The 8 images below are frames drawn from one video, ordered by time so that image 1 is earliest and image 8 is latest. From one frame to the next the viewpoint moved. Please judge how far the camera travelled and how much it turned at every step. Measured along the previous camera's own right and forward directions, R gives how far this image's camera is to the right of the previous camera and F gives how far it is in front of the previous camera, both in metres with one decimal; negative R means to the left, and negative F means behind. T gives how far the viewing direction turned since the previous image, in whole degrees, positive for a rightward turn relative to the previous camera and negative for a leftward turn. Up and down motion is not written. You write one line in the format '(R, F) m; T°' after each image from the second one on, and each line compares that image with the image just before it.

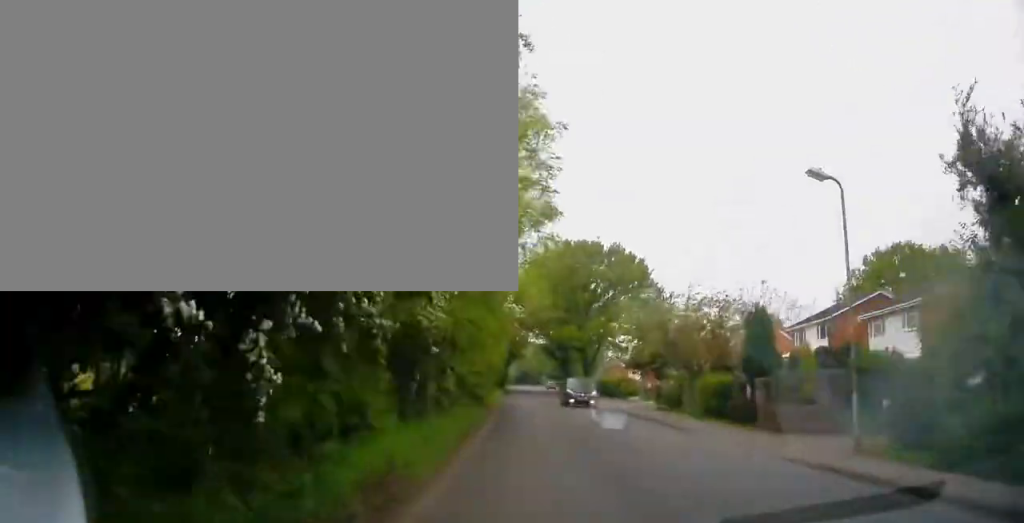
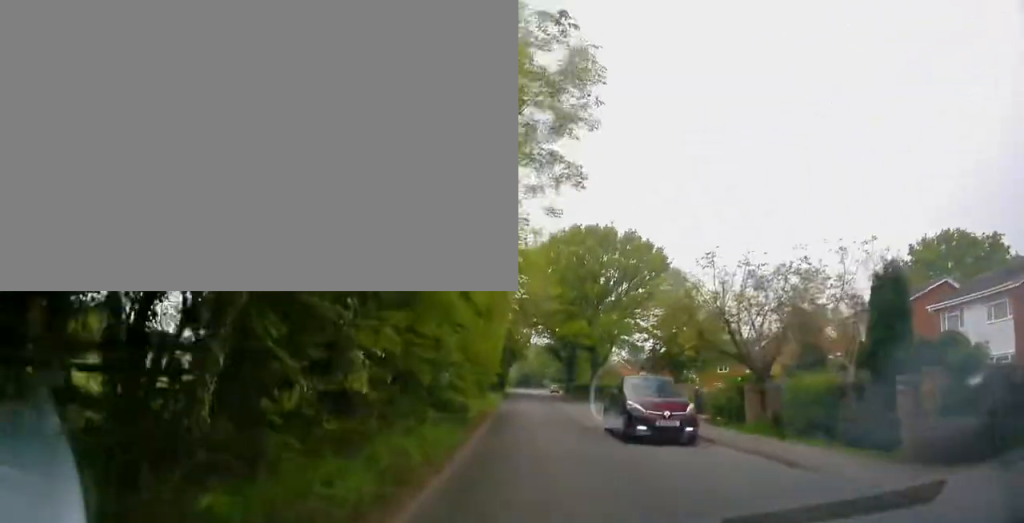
(+0.4, +7.7) m; 0°
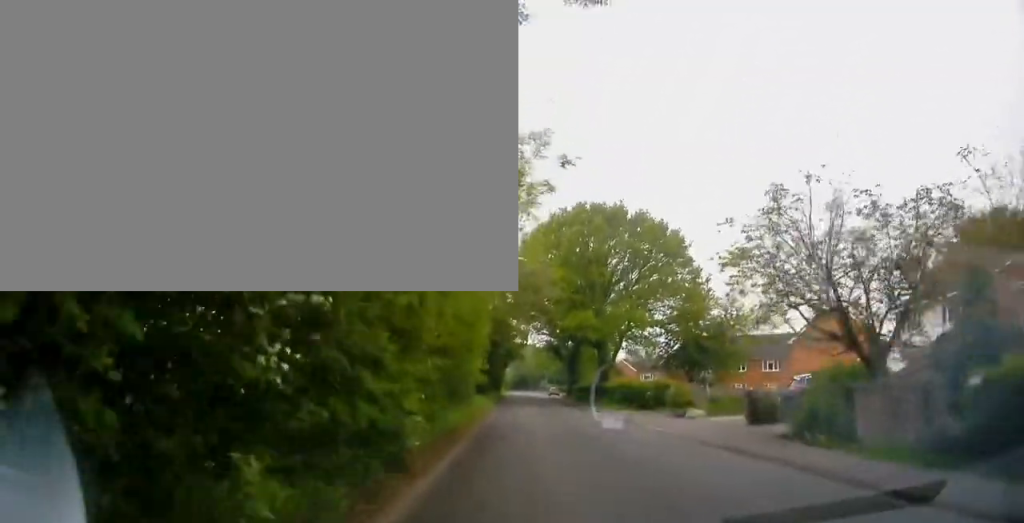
(0.0, +7.0) m; -2°
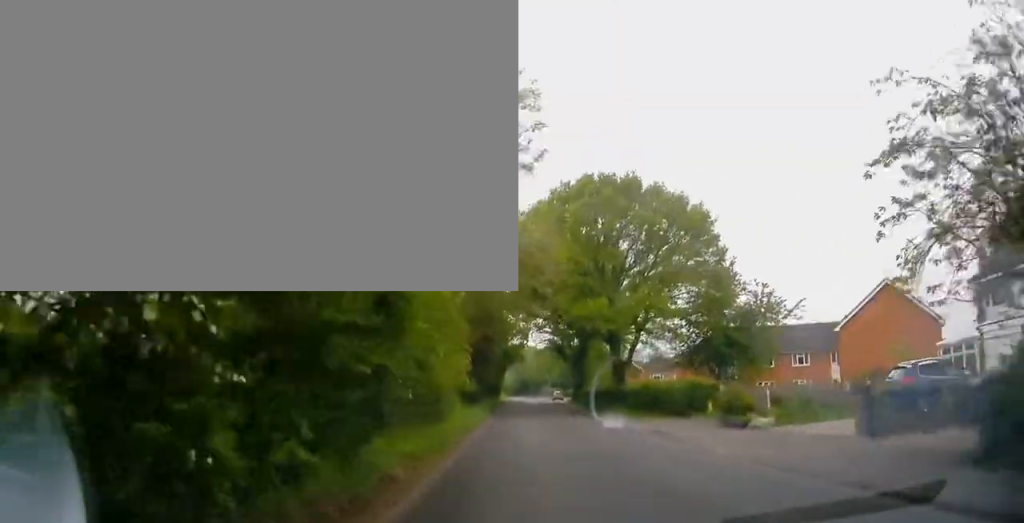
(-0.6, +7.5) m; -2°
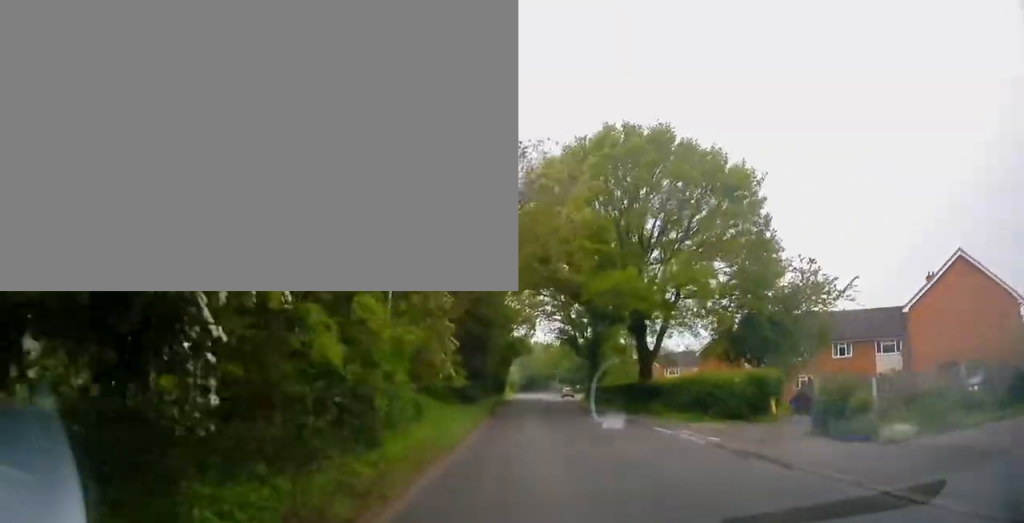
(+0.4, +7.5) m; +3°
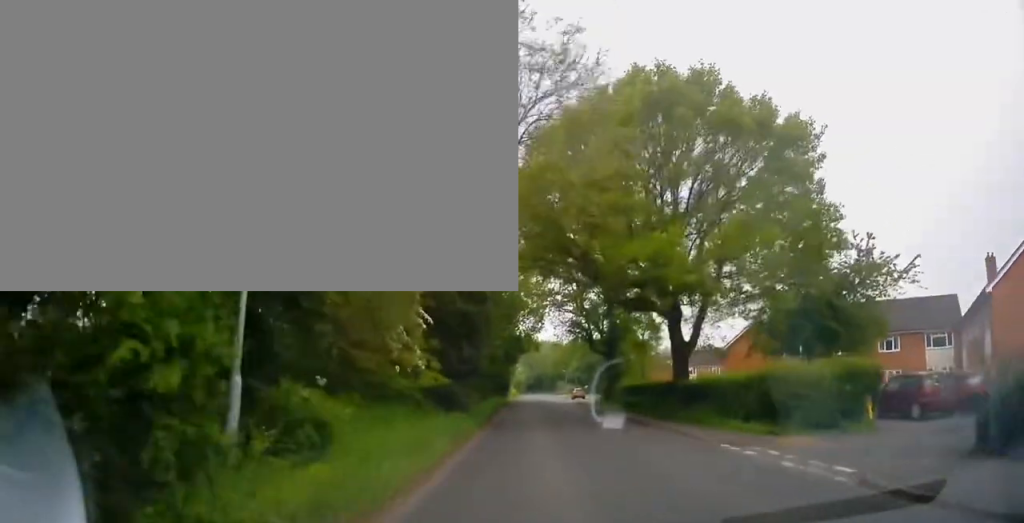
(+0.1, +6.6) m; +1°
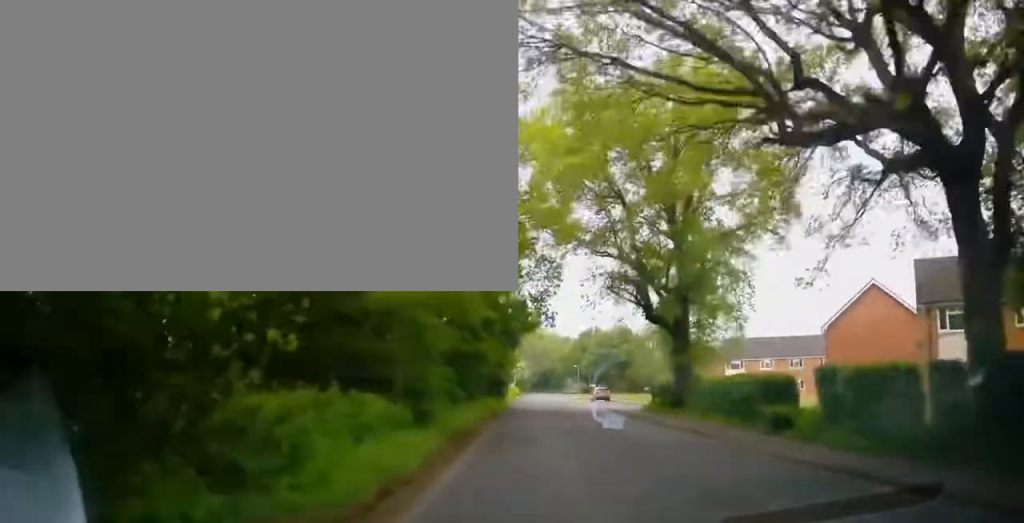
(-0.2, +19.6) m; -3°
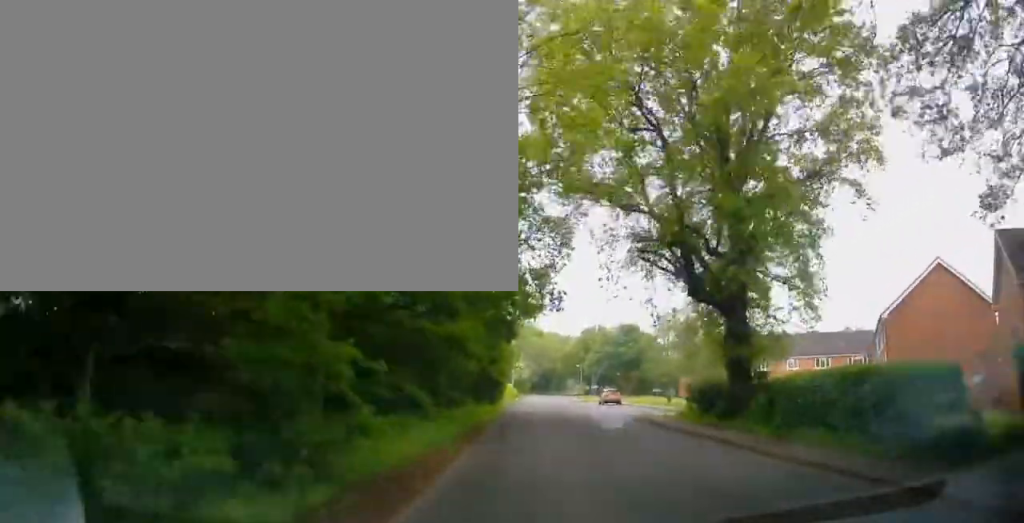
(-0.3, +7.8) m; -1°
